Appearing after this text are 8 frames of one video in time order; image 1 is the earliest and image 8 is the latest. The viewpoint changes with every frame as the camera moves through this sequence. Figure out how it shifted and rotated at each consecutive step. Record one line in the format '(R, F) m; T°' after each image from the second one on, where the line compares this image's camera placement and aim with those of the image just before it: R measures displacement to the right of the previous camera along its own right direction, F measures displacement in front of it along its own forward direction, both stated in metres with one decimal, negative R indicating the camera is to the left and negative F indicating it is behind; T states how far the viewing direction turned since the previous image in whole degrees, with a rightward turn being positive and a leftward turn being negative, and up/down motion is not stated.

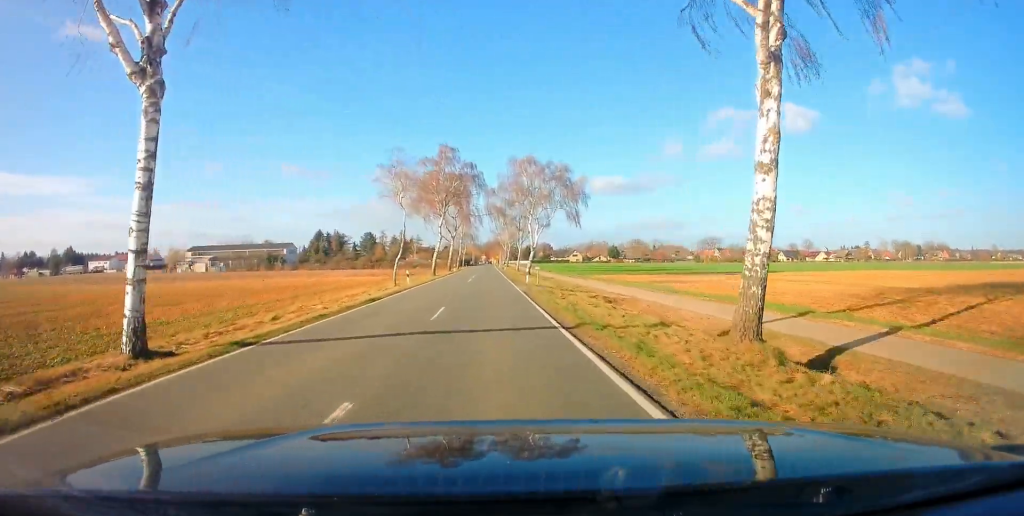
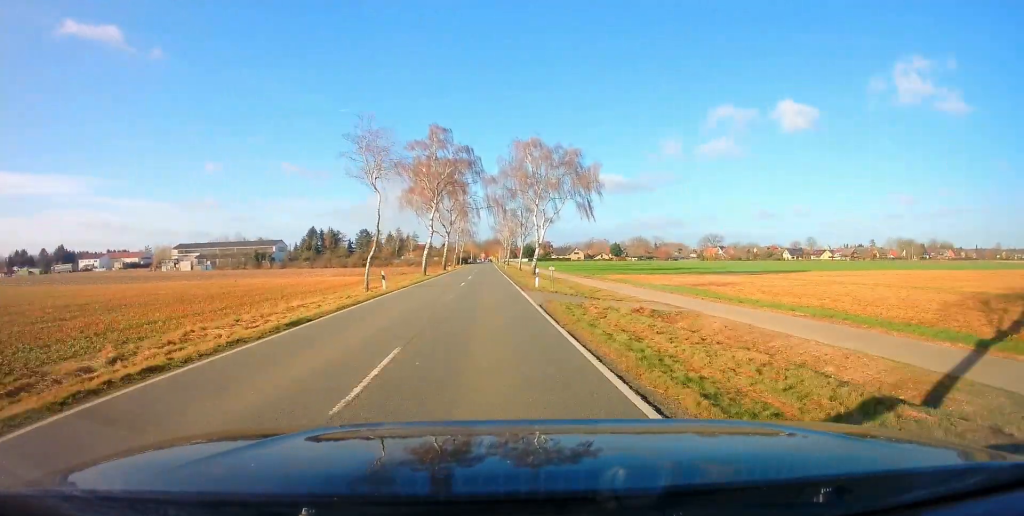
(0.0, +8.2) m; 0°
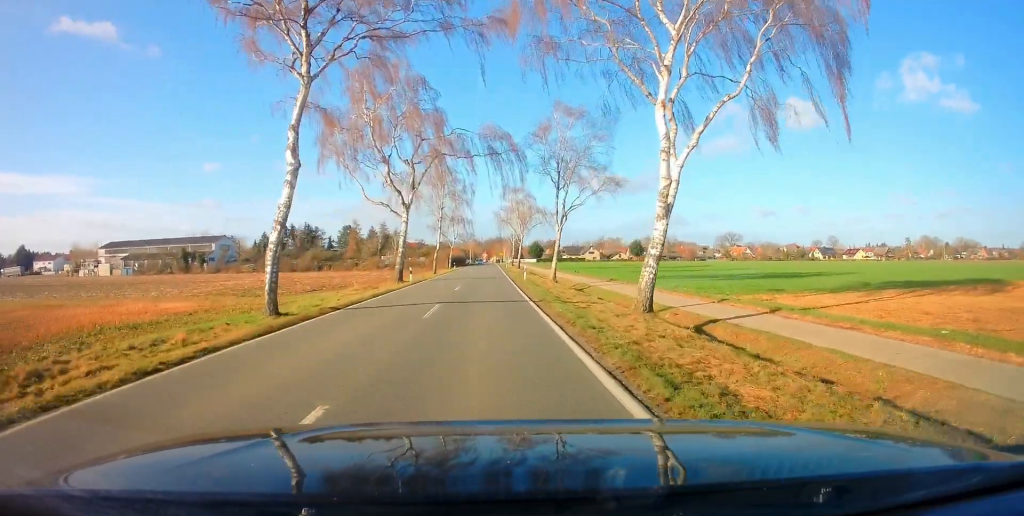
(-0.1, +39.1) m; 0°
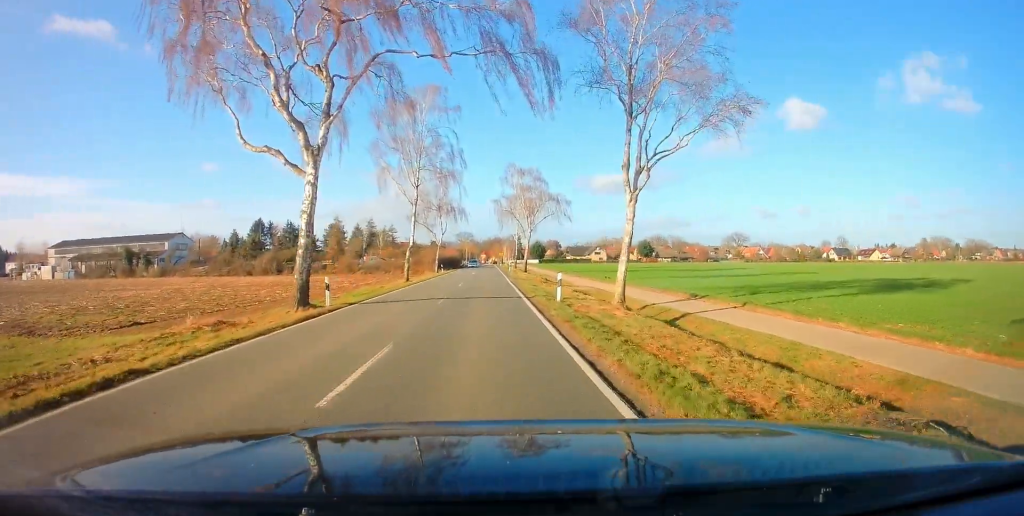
(-0.1, +19.7) m; 0°
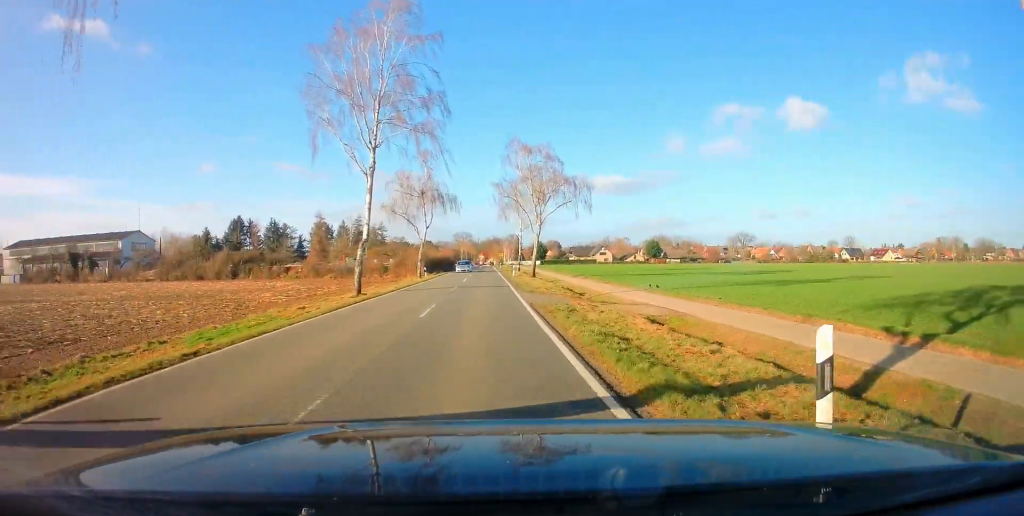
(0.0, +15.2) m; 0°
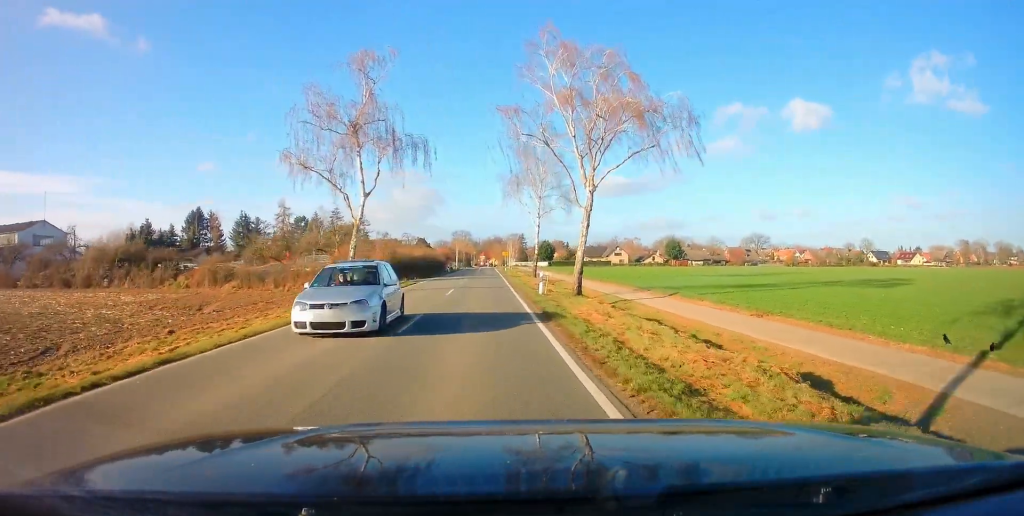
(0.0, +26.3) m; 0°
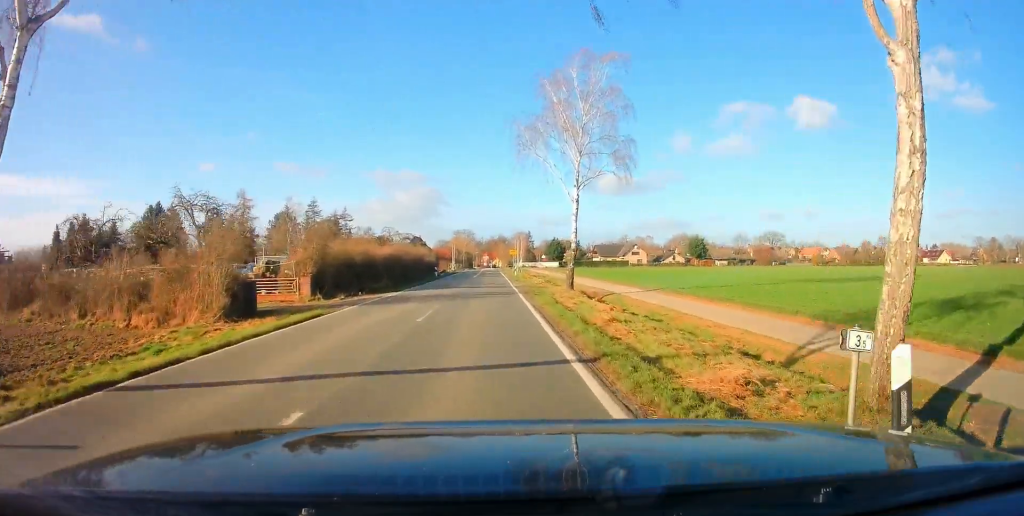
(+0.2, +21.3) m; 0°
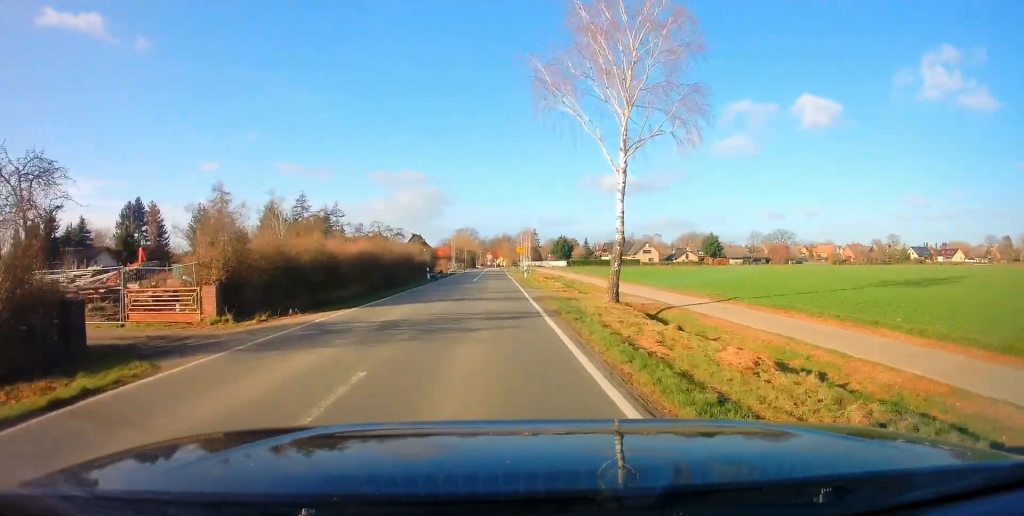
(-0.2, +9.8) m; 0°
